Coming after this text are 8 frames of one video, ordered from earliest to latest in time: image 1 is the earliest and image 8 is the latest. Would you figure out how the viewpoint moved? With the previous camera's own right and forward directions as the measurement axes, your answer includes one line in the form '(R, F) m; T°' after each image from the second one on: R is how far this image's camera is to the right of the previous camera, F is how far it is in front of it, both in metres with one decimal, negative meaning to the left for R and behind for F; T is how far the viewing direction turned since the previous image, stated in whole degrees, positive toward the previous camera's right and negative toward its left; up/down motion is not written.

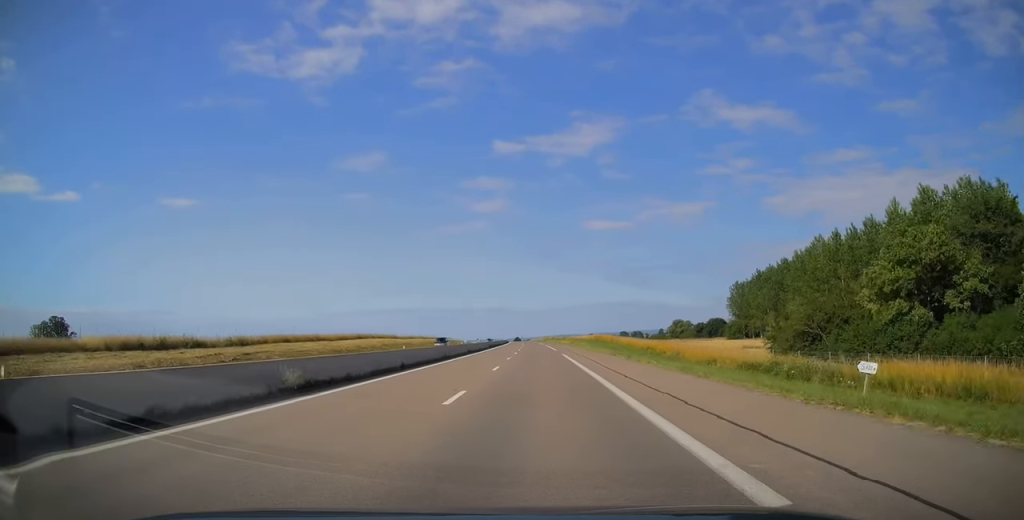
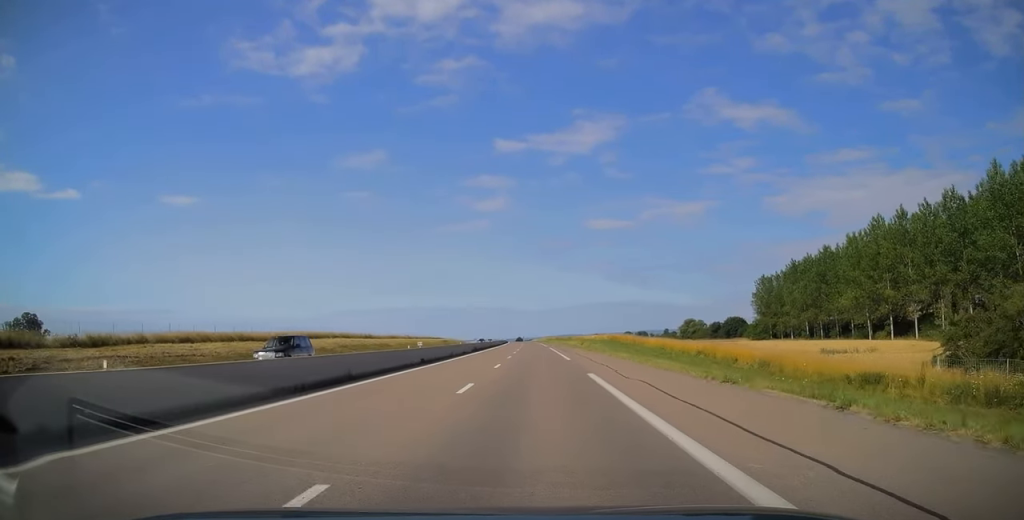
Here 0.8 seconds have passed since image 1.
(-0.1, +22.5) m; -1°
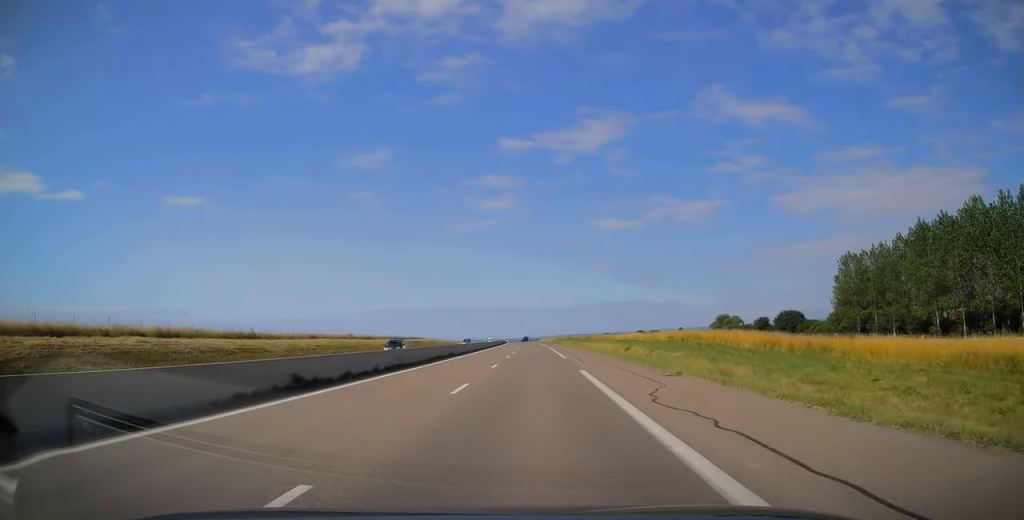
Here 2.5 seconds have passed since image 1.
(-0.4, +49.8) m; 0°
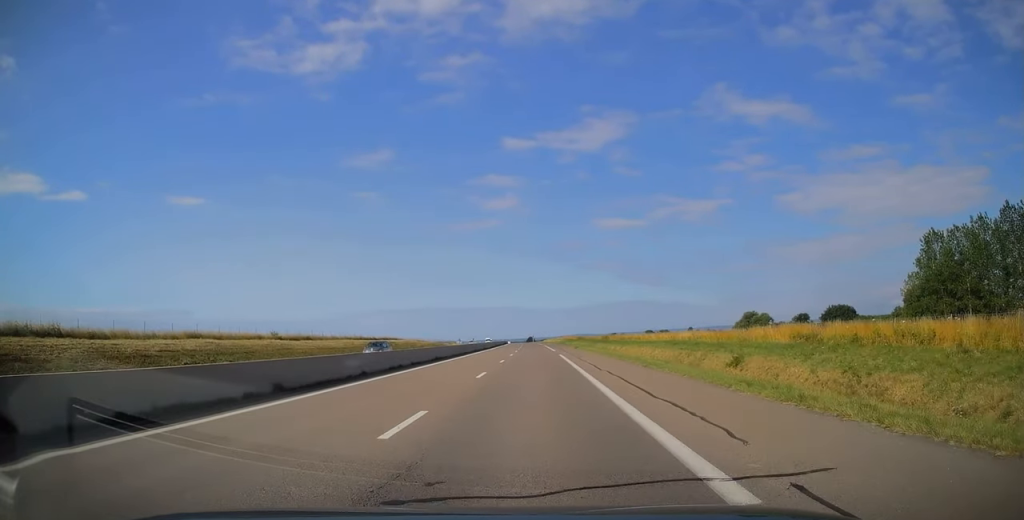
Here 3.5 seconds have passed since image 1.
(0.0, +31.2) m; 0°
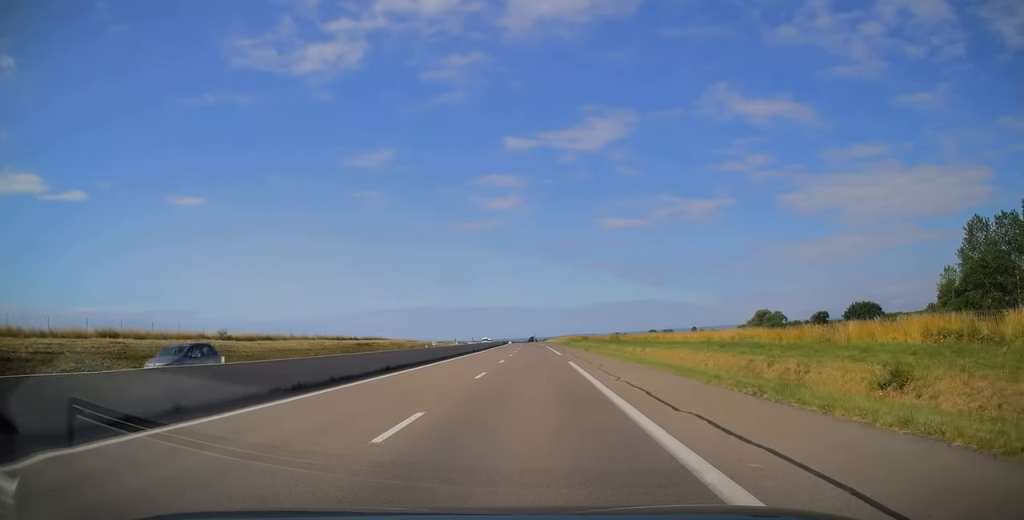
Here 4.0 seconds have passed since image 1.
(-0.1, +12.7) m; 0°
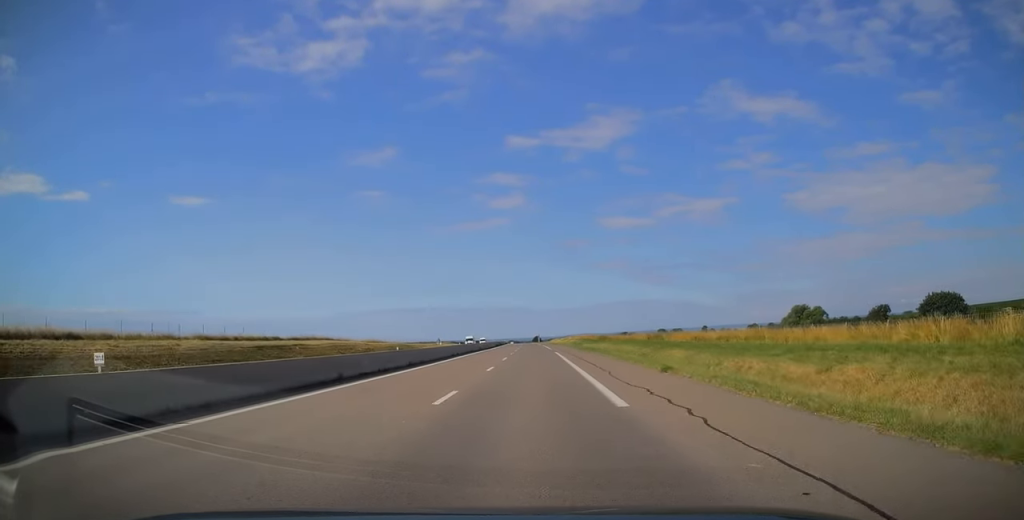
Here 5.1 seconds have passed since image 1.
(-0.2, +32.7) m; -1°
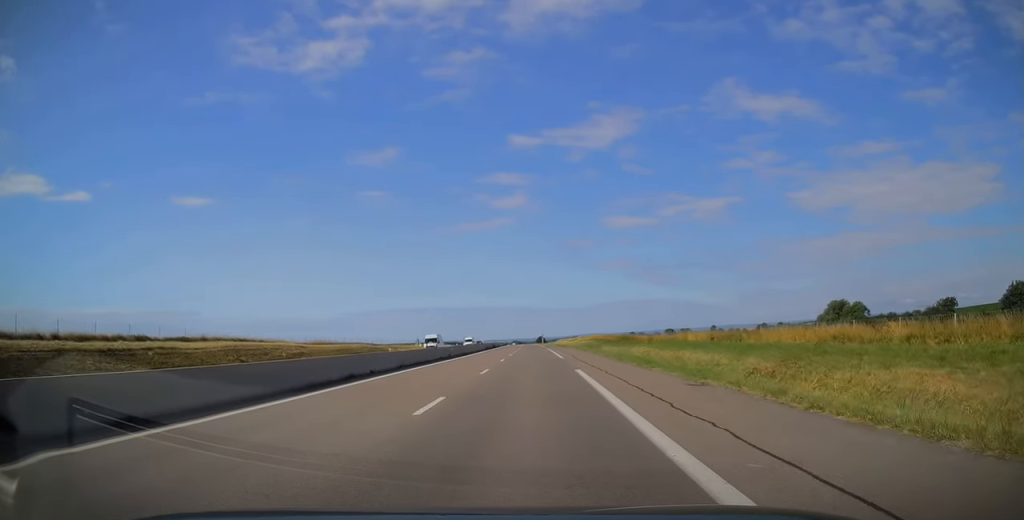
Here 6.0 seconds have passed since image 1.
(-0.2, +26.4) m; -1°
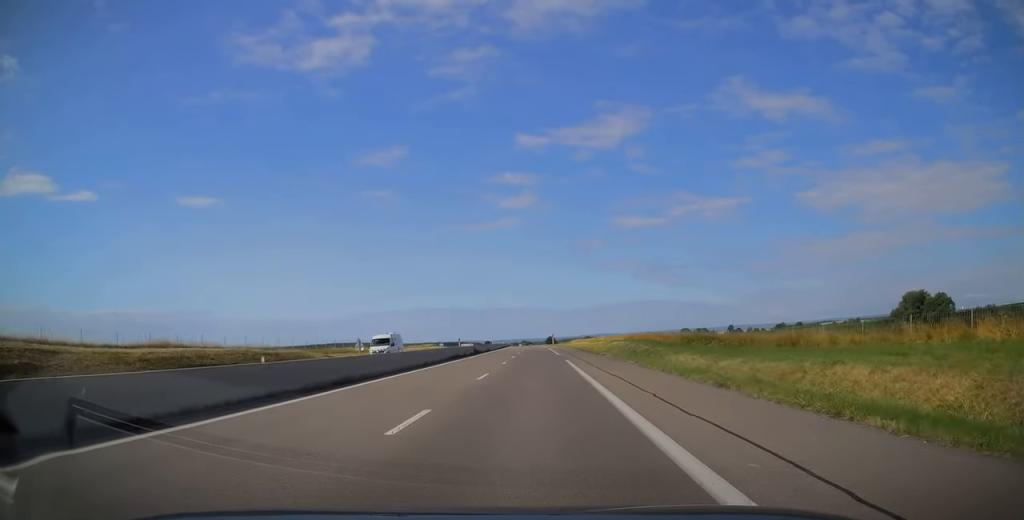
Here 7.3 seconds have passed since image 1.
(-0.4, +39.2) m; -1°
